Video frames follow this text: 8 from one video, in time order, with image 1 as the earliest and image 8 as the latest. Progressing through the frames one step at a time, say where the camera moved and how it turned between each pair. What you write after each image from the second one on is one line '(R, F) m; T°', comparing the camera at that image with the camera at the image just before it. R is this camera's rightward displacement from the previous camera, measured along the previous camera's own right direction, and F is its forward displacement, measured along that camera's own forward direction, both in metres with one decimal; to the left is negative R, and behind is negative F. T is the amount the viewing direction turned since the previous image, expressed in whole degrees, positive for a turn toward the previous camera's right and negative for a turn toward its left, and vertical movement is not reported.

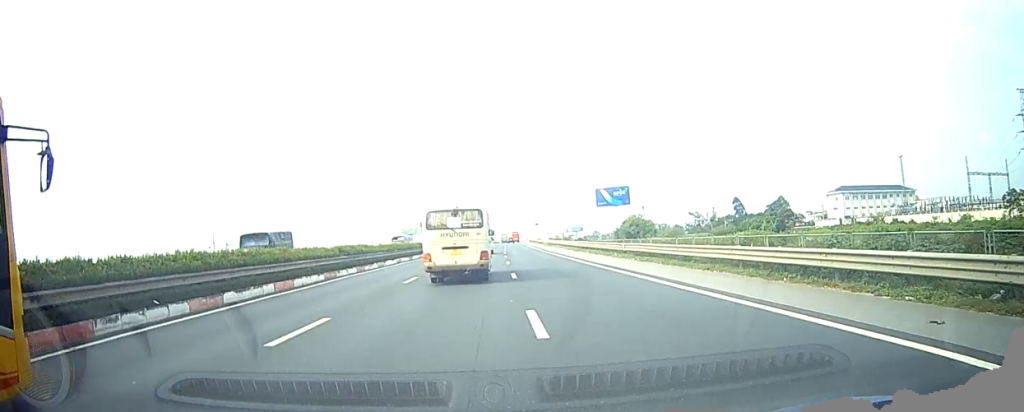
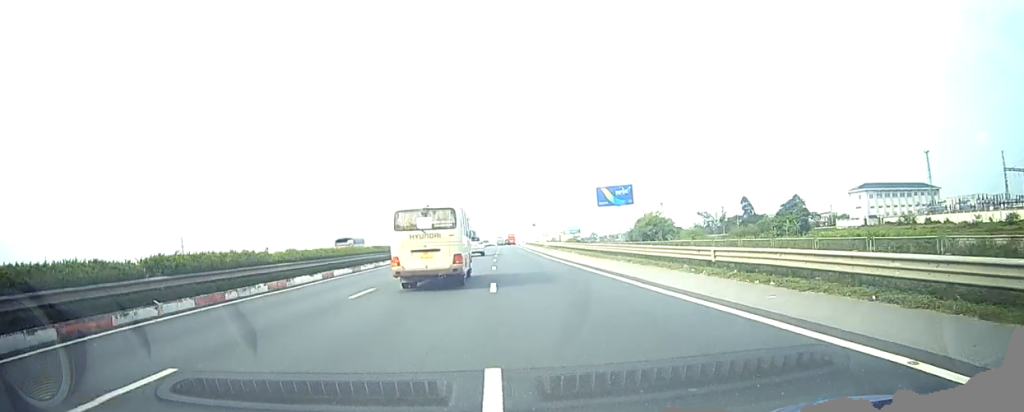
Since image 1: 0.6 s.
(0.0, +15.6) m; 0°
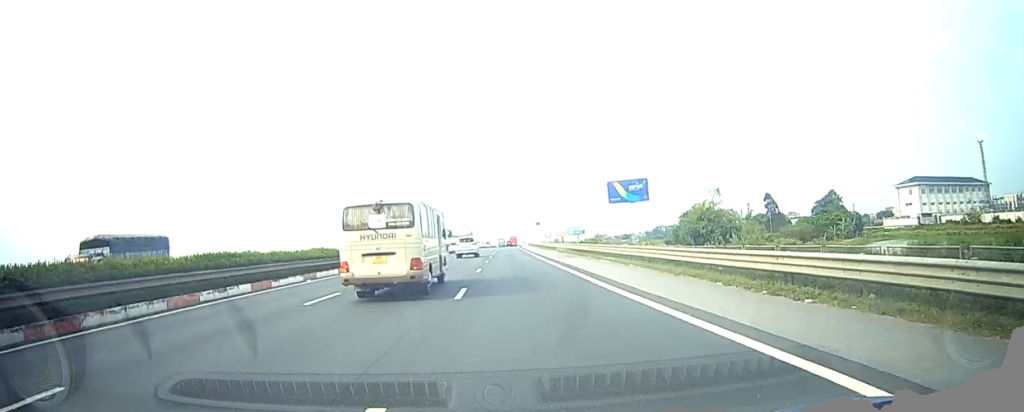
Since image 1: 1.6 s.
(0.0, +23.6) m; 0°
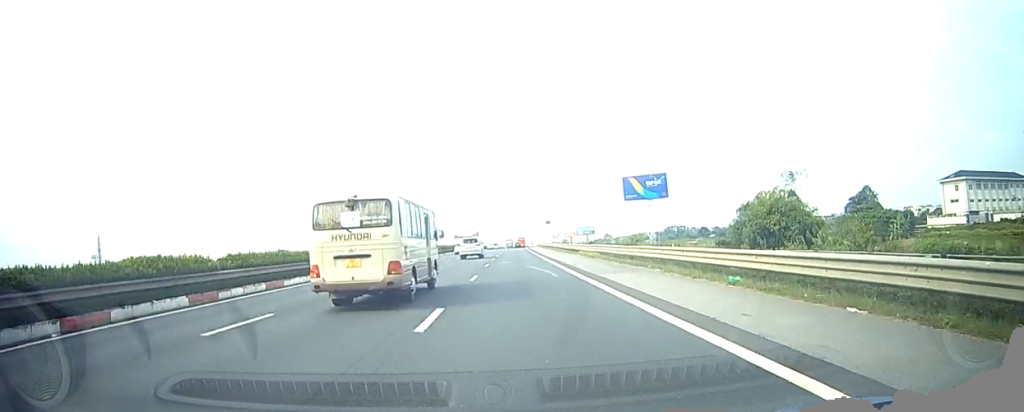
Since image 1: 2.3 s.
(0.0, +16.7) m; 0°
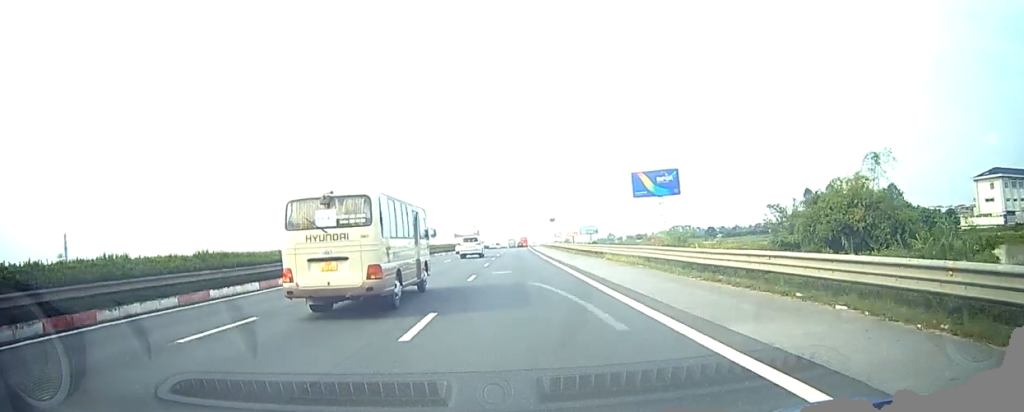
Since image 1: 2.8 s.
(0.0, +11.9) m; 0°
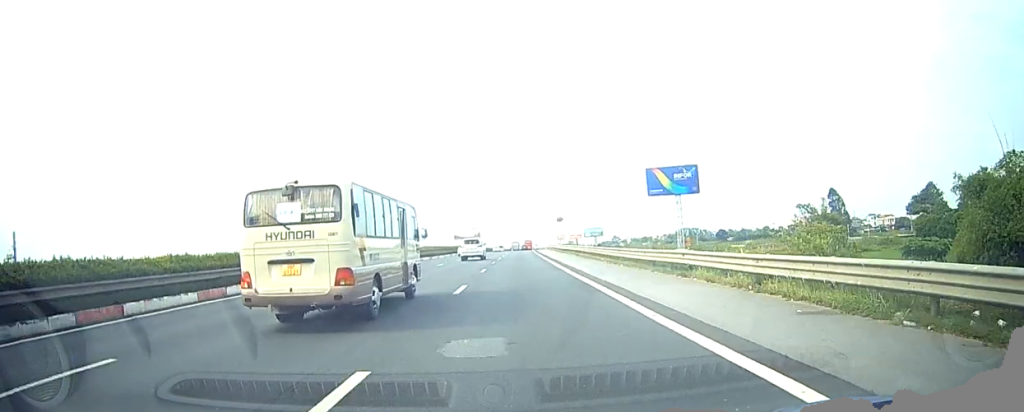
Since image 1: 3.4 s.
(0.0, +15.9) m; 0°
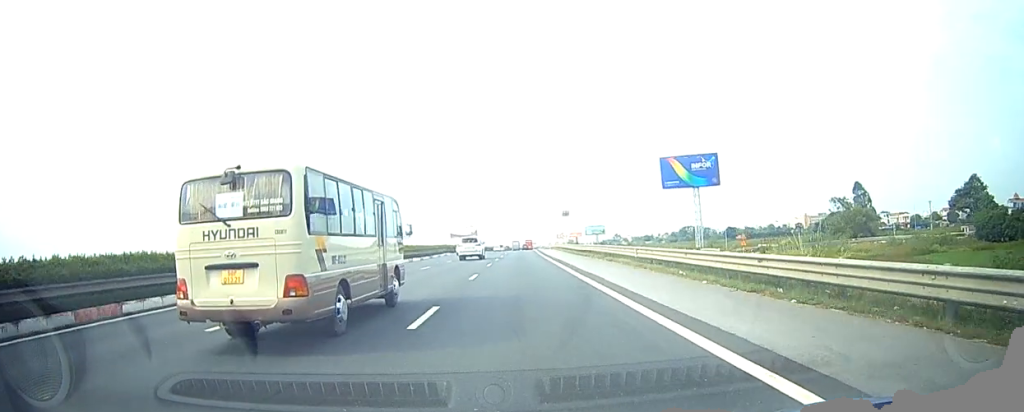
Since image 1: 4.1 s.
(+0.1, +17.1) m; +1°
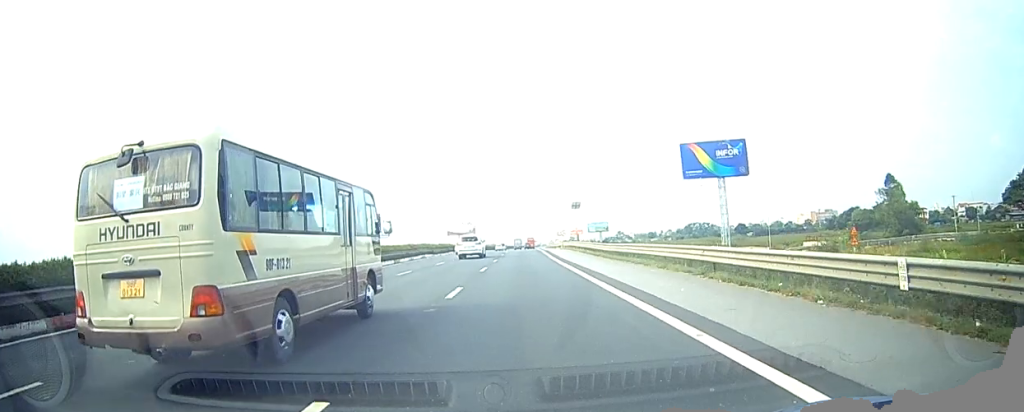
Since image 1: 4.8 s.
(+0.1, +19.9) m; 0°
